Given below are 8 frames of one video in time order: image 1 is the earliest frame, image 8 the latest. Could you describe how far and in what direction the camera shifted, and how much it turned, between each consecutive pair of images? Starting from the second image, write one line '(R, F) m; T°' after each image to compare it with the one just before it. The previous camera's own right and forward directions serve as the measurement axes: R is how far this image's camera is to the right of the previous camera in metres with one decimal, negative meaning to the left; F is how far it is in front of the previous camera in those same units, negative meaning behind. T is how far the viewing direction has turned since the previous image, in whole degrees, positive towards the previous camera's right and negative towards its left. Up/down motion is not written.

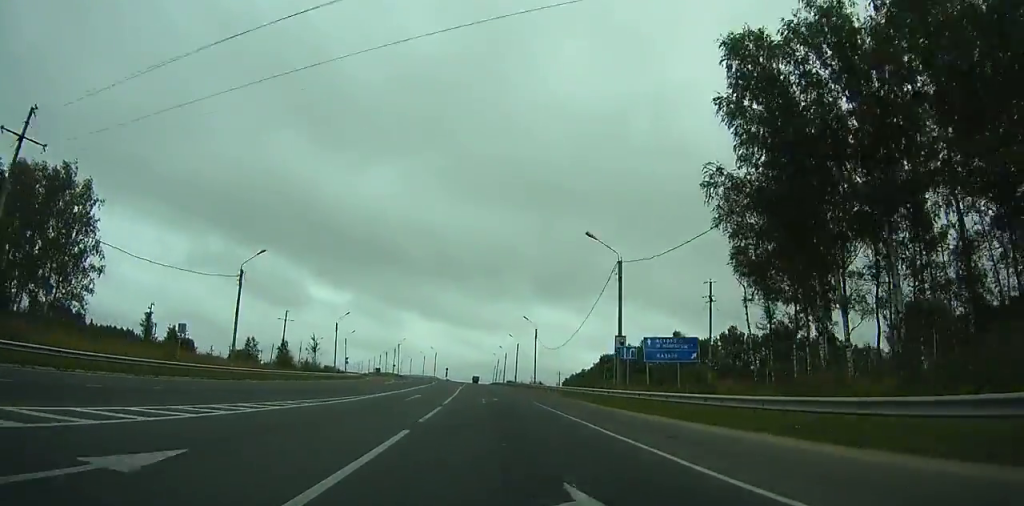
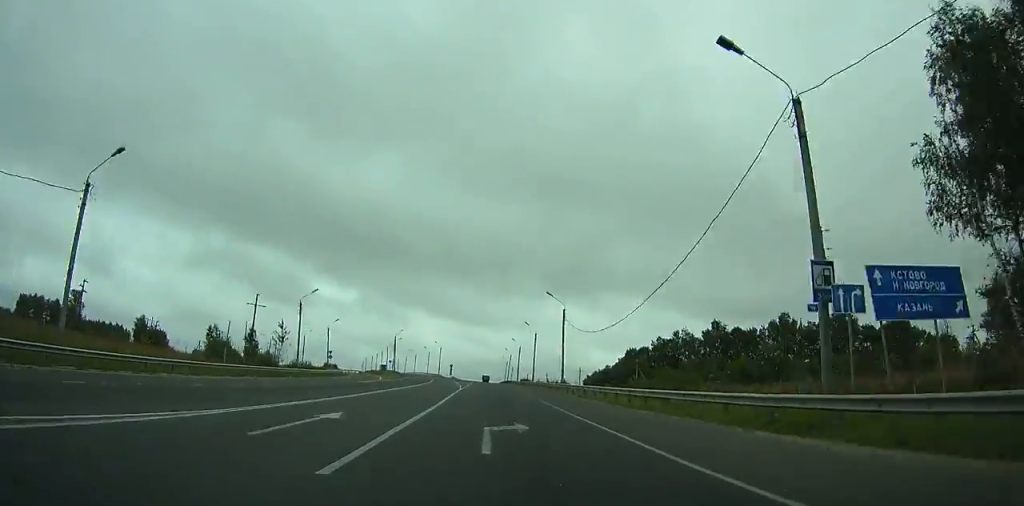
(0.0, +21.2) m; -2°
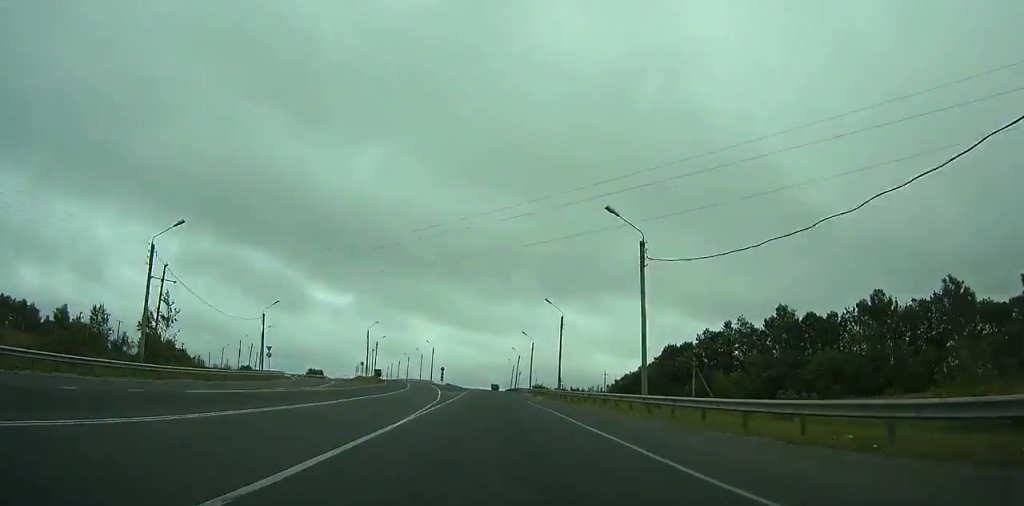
(-0.9, +31.4) m; -2°
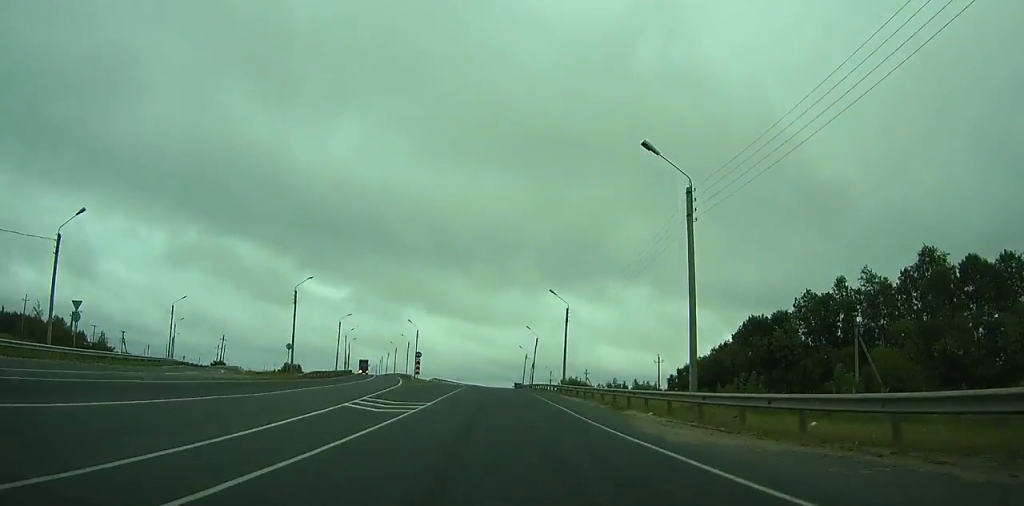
(-0.7, +38.7) m; -1°
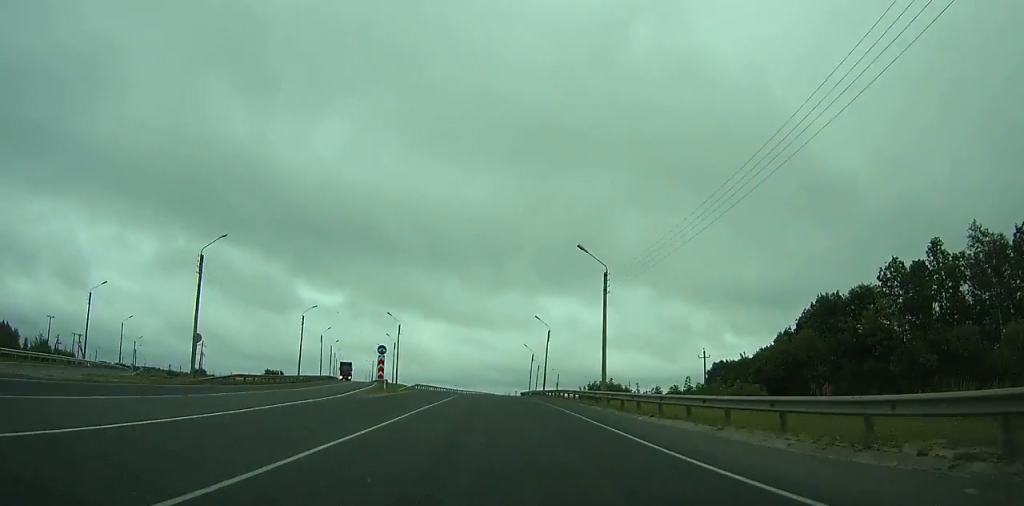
(-0.1, +20.1) m; 0°
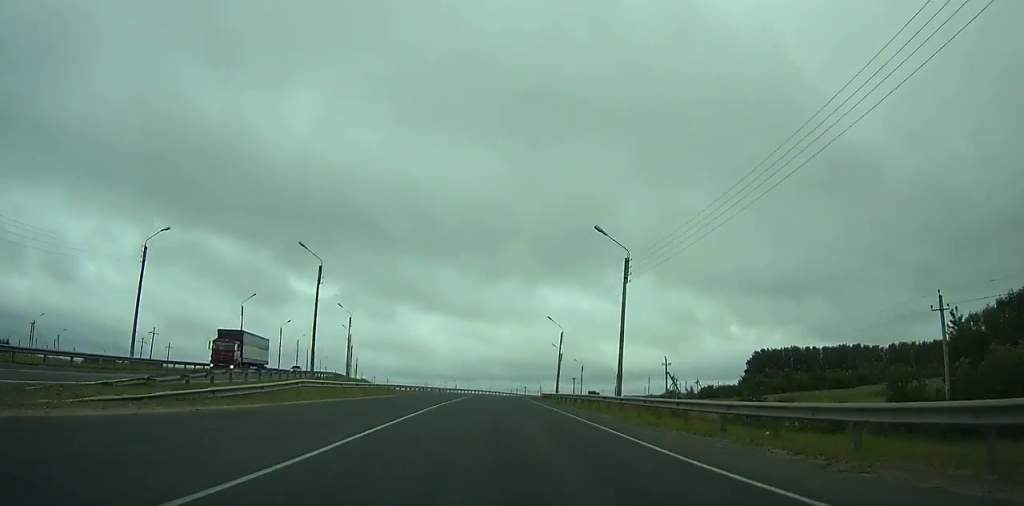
(+0.1, +41.5) m; 0°
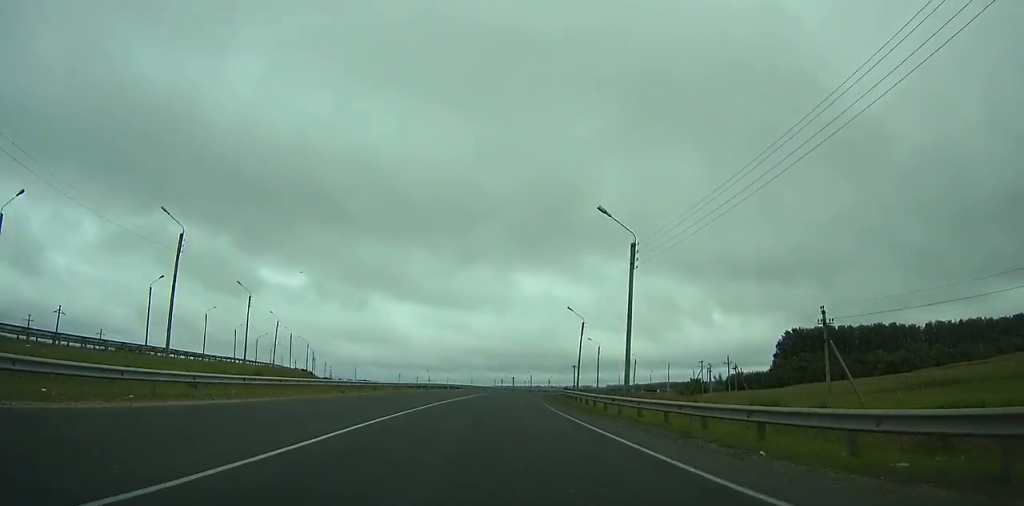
(0.0, +43.7) m; +1°
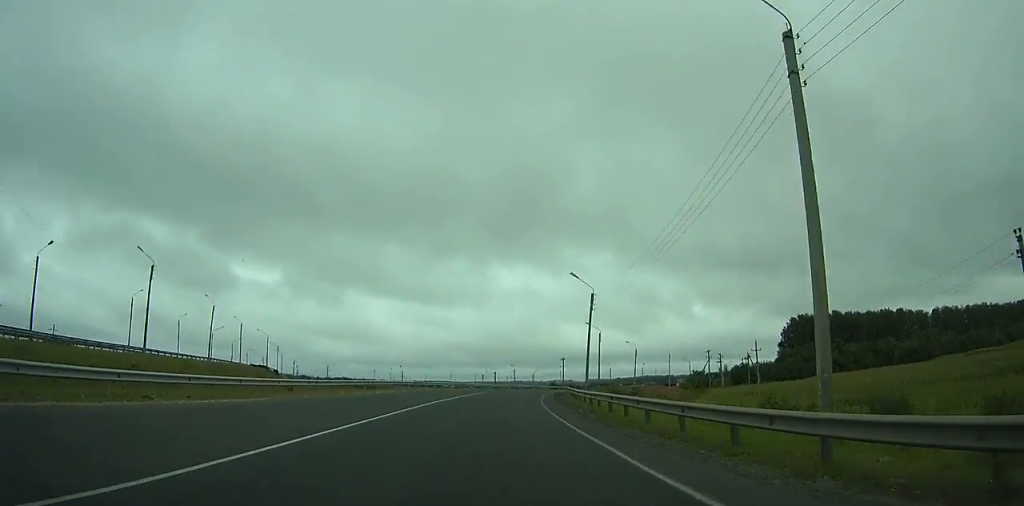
(0.0, +19.4) m; +1°
